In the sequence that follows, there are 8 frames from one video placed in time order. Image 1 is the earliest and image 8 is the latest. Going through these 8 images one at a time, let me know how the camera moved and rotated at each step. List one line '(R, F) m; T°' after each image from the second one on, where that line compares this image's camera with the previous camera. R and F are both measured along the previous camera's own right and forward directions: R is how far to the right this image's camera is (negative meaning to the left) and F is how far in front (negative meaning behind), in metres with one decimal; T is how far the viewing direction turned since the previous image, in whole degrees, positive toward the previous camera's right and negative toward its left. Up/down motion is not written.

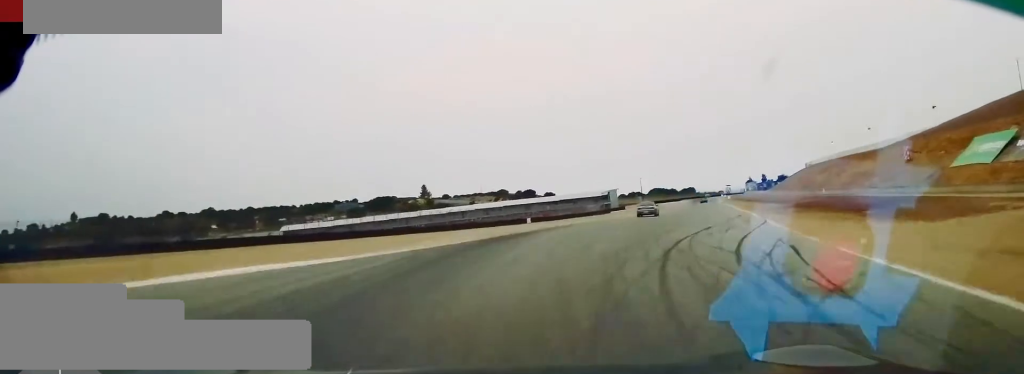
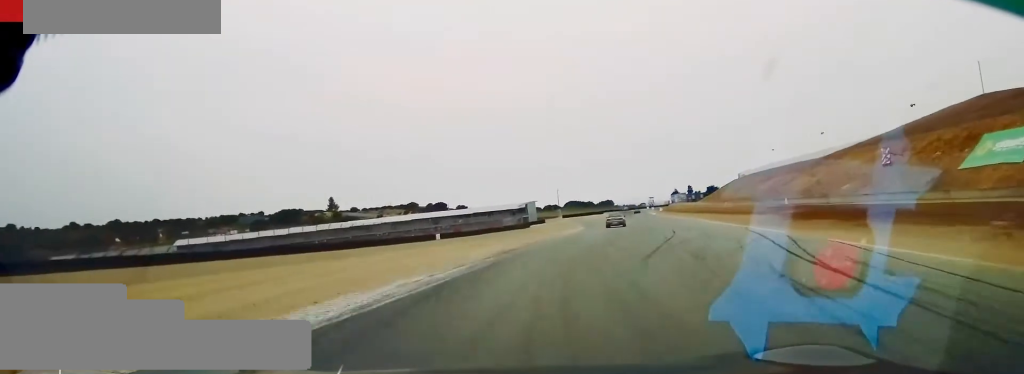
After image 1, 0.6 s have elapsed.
(+2.1, +17.6) m; +9°
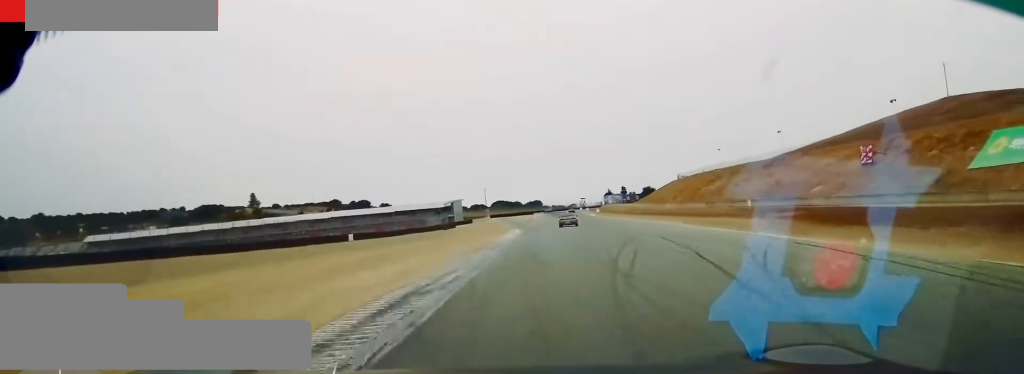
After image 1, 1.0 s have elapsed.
(+0.5, +12.7) m; +5°
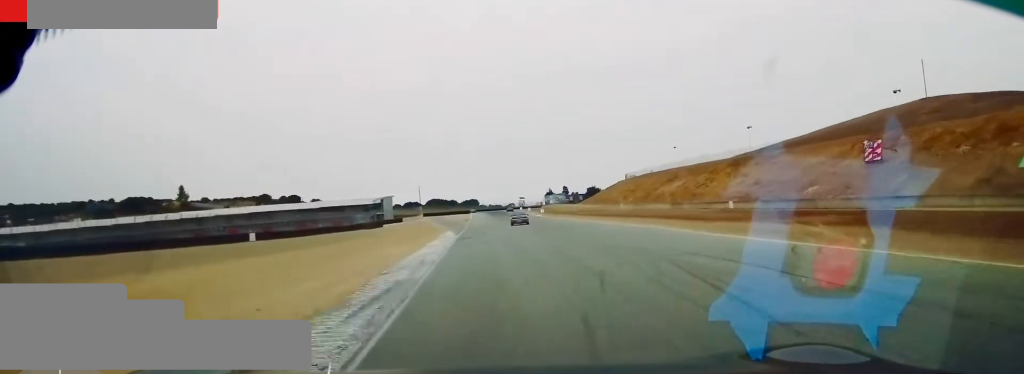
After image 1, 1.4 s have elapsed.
(+1.3, +15.4) m; +3°
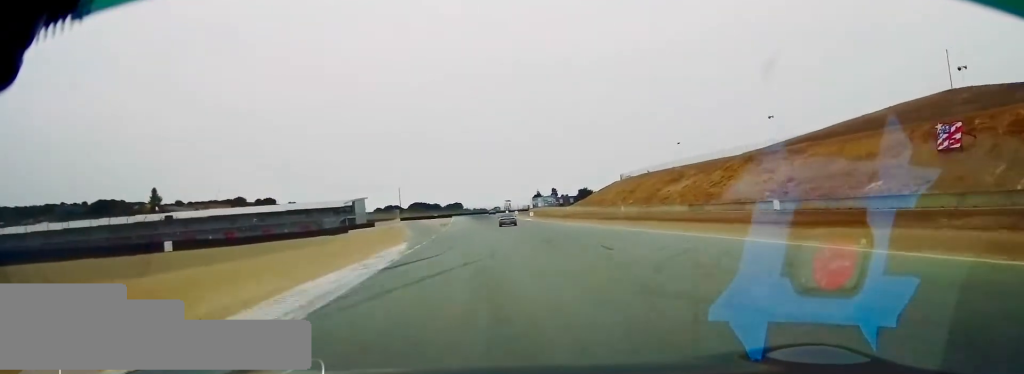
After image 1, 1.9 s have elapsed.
(+0.6, +16.7) m; +2°
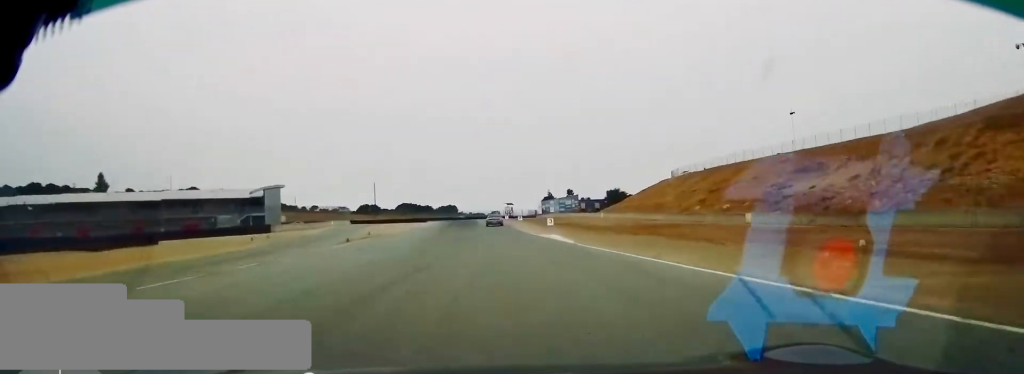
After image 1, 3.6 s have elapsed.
(-1.3, +59.1) m; -4°
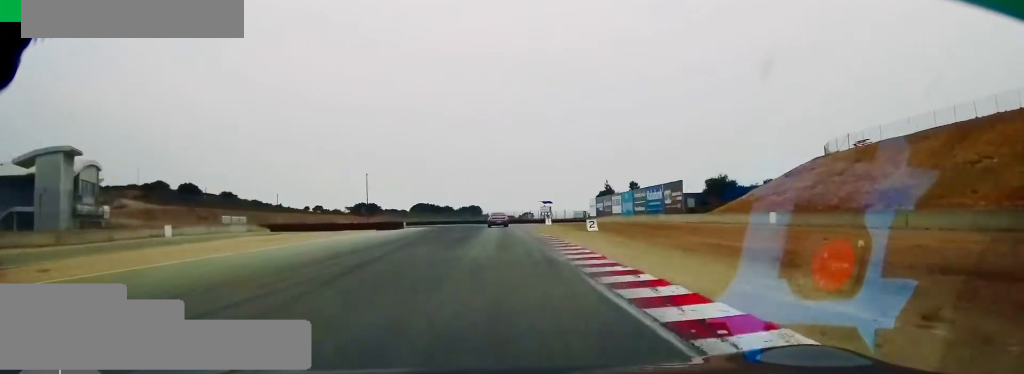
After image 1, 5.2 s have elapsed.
(-2.3, +56.9) m; -4°
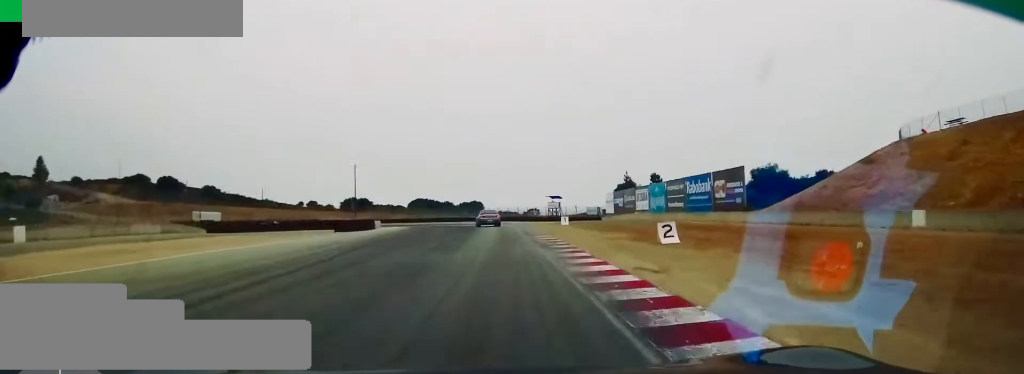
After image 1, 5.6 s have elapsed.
(-0.1, +15.6) m; -1°
